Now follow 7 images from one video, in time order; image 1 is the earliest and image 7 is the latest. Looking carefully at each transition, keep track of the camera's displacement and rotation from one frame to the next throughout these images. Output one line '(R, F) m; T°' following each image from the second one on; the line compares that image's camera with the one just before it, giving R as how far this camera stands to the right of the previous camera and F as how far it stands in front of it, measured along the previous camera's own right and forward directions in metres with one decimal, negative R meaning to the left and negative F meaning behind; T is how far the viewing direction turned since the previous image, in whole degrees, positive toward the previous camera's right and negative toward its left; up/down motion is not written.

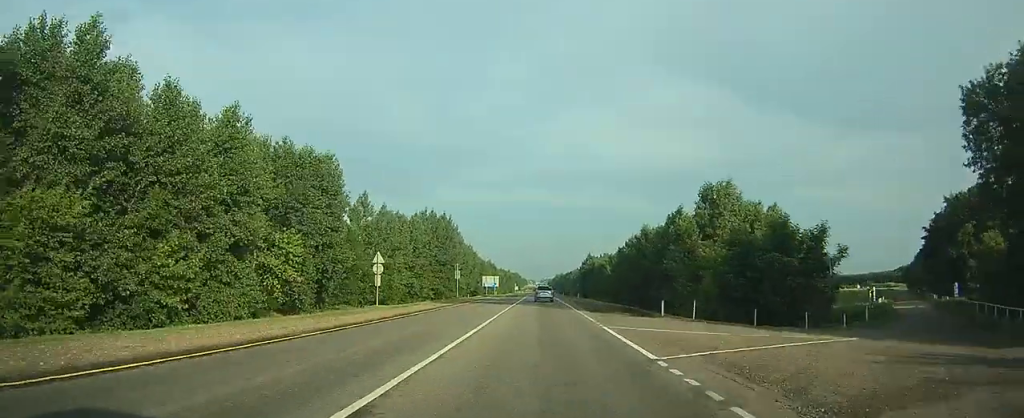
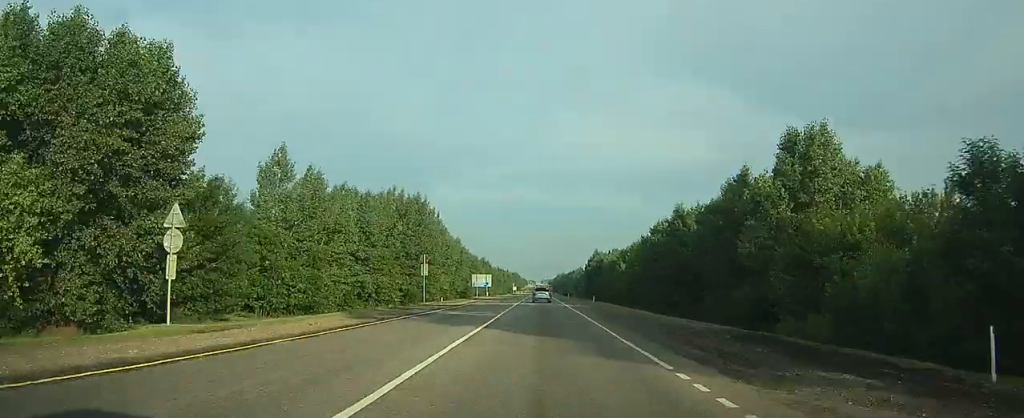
(+0.1, +22.5) m; 0°
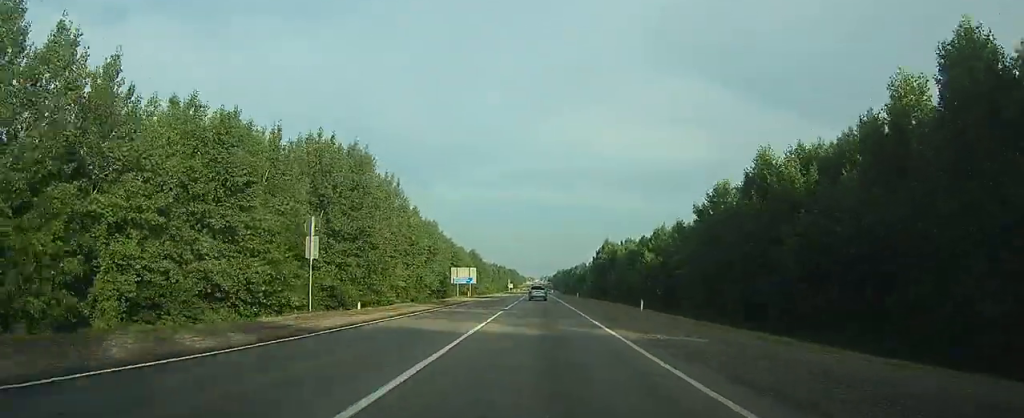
(0.0, +27.5) m; 0°
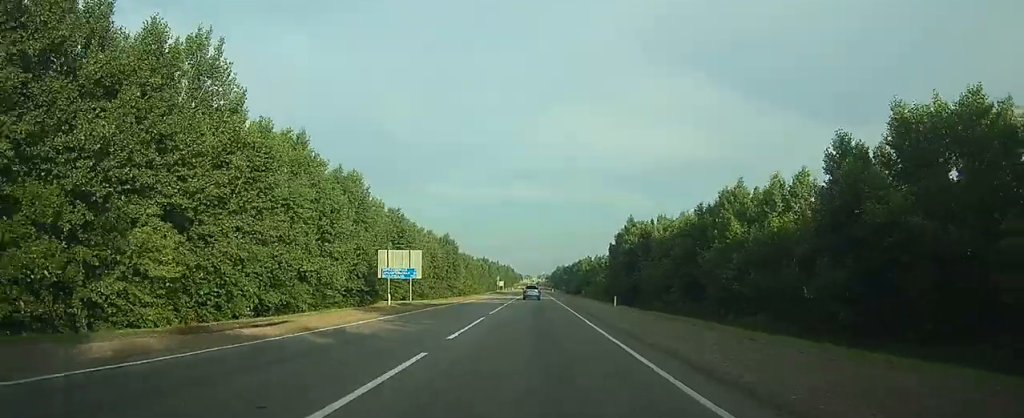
(+0.3, +41.5) m; +1°
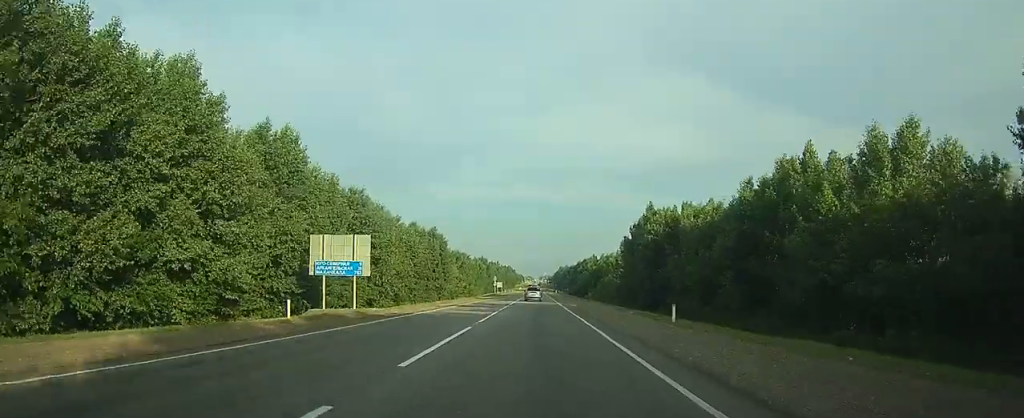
(0.0, +16.6) m; 0°
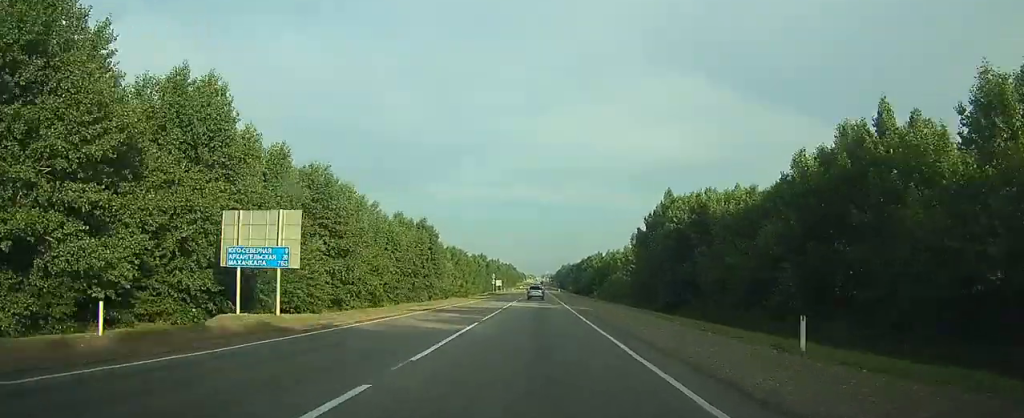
(0.0, +11.2) m; 0°
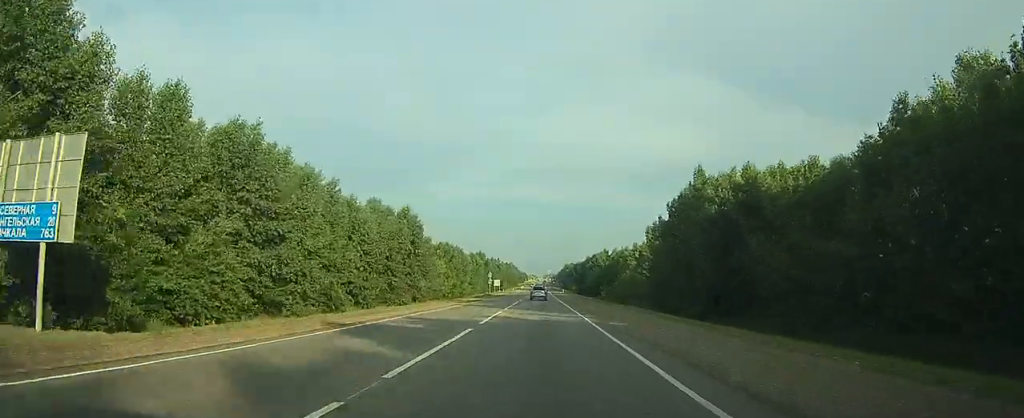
(0.0, +13.7) m; 0°
